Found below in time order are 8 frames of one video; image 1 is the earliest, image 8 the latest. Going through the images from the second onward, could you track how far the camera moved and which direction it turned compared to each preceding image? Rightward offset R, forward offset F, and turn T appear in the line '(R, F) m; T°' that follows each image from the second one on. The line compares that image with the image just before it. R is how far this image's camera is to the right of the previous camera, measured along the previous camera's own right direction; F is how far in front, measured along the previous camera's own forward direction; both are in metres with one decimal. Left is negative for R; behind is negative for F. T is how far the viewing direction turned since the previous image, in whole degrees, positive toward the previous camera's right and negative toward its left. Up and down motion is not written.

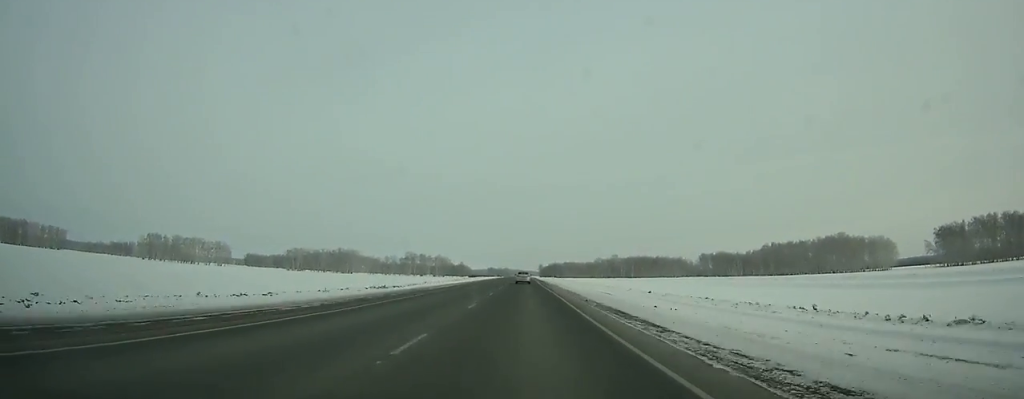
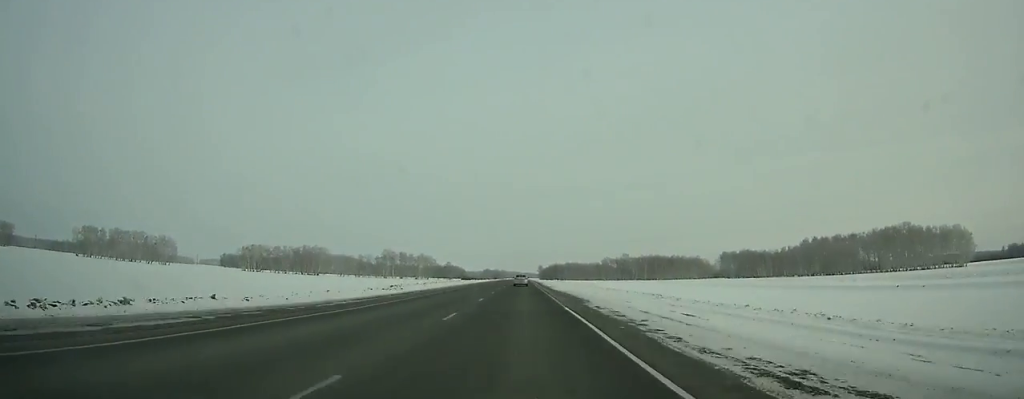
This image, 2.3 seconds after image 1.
(+0.1, +64.8) m; 0°
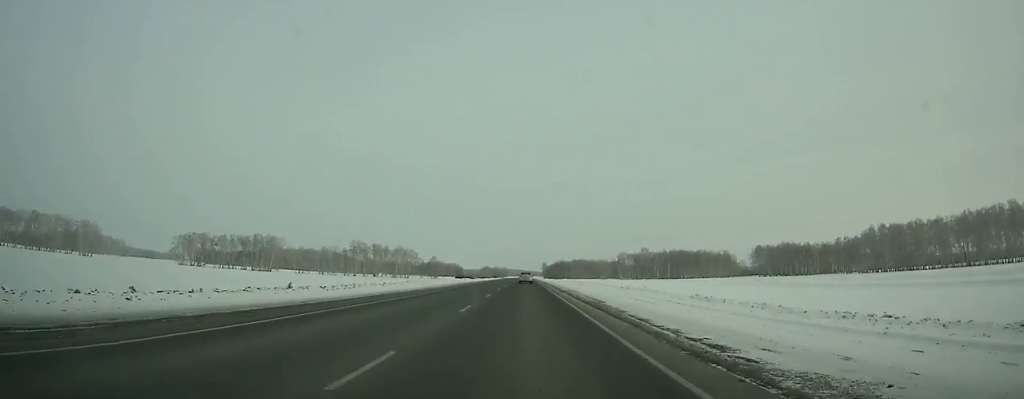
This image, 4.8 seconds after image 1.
(-0.1, +70.2) m; 0°
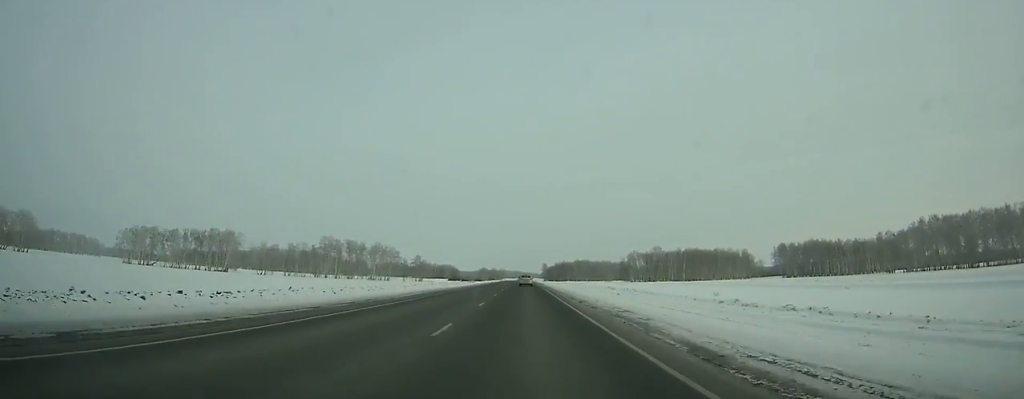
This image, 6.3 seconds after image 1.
(+0.1, +42.4) m; 0°
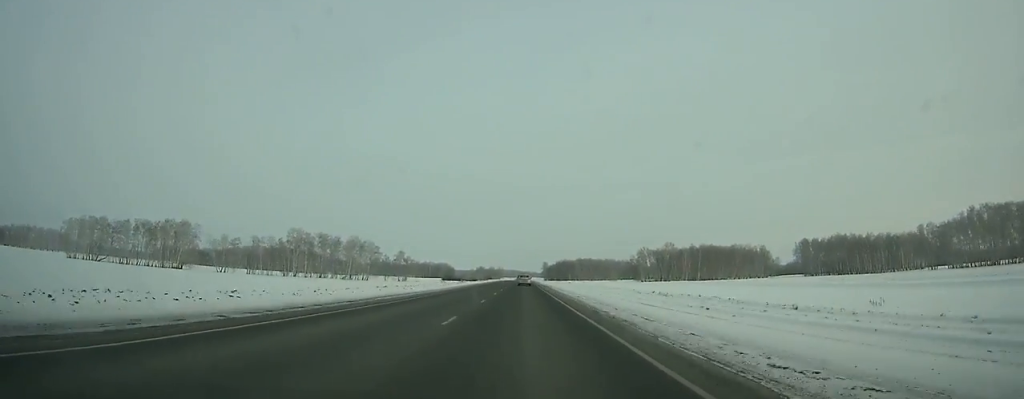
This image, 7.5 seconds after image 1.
(+0.1, +34.0) m; 0°
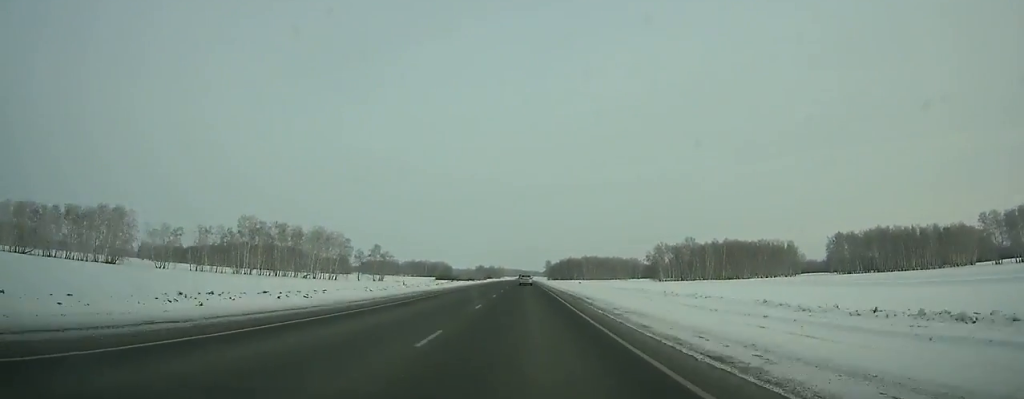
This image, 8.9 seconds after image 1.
(0.0, +39.9) m; 0°
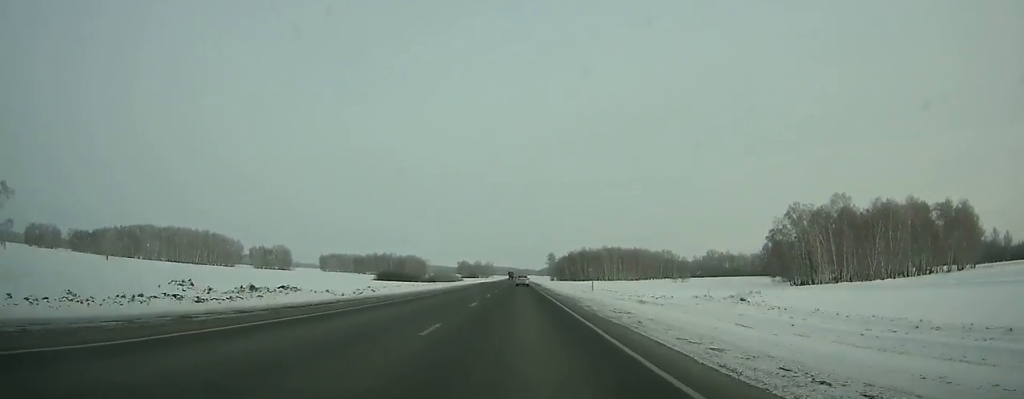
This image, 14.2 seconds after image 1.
(+0.3, +153.7) m; 0°
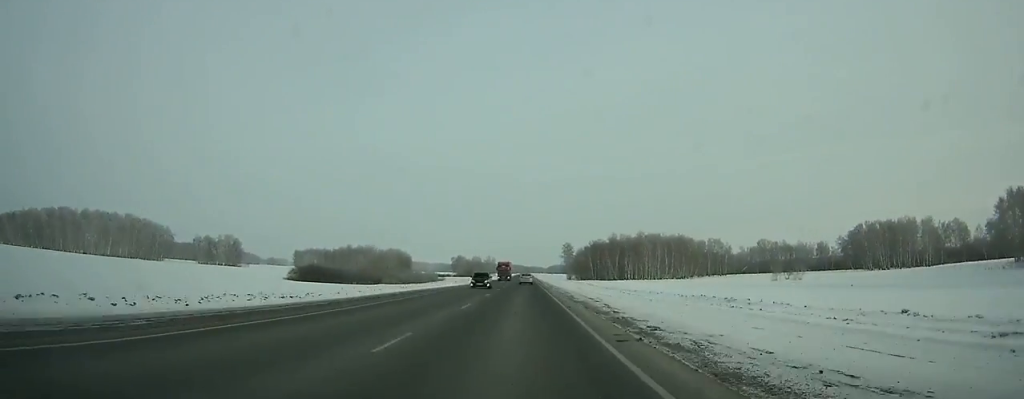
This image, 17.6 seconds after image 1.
(-0.5, +100.7) m; 0°
